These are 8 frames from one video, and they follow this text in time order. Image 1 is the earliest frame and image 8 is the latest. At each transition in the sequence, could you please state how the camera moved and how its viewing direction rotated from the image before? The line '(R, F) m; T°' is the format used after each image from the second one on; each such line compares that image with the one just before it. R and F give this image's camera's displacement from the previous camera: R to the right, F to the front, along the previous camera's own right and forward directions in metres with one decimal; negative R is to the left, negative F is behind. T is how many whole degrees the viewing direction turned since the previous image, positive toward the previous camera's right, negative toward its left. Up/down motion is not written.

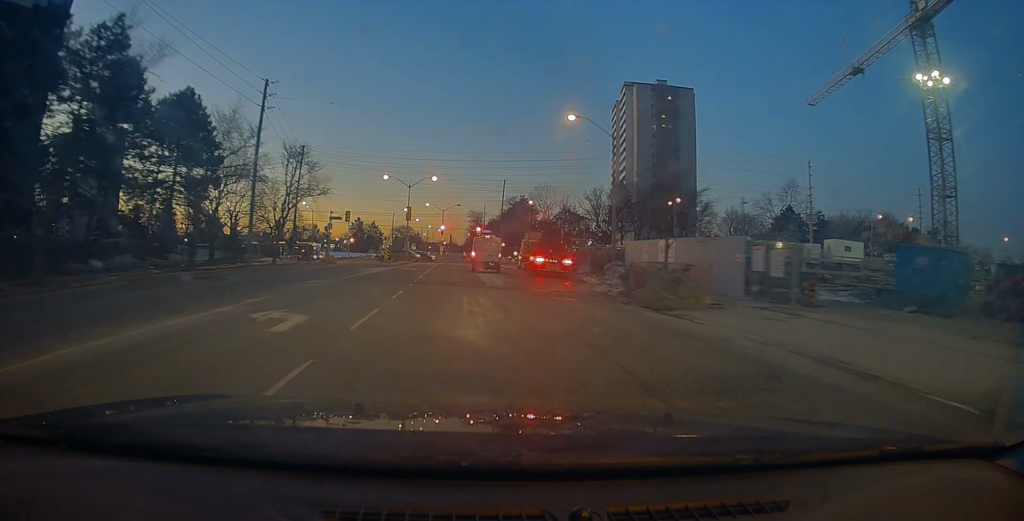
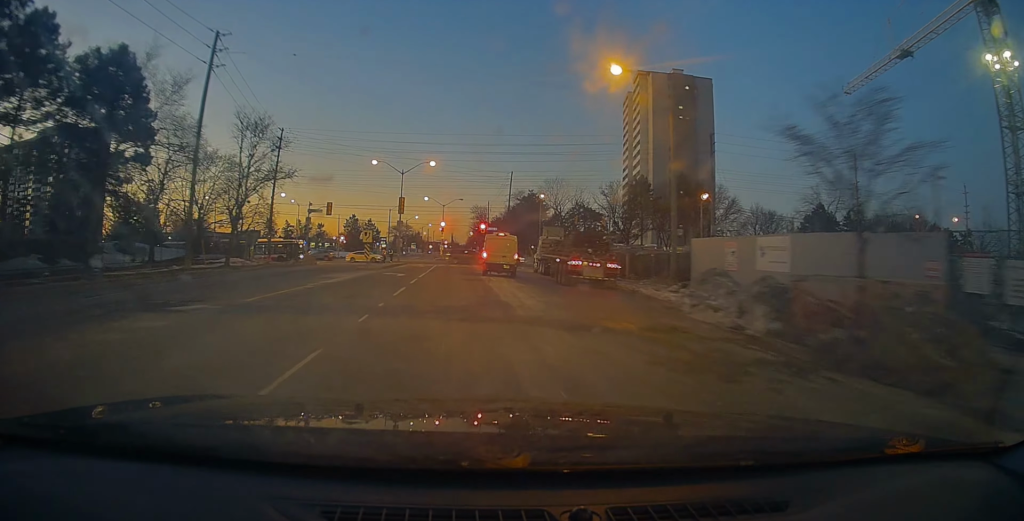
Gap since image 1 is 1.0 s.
(-0.4, +11.2) m; -2°
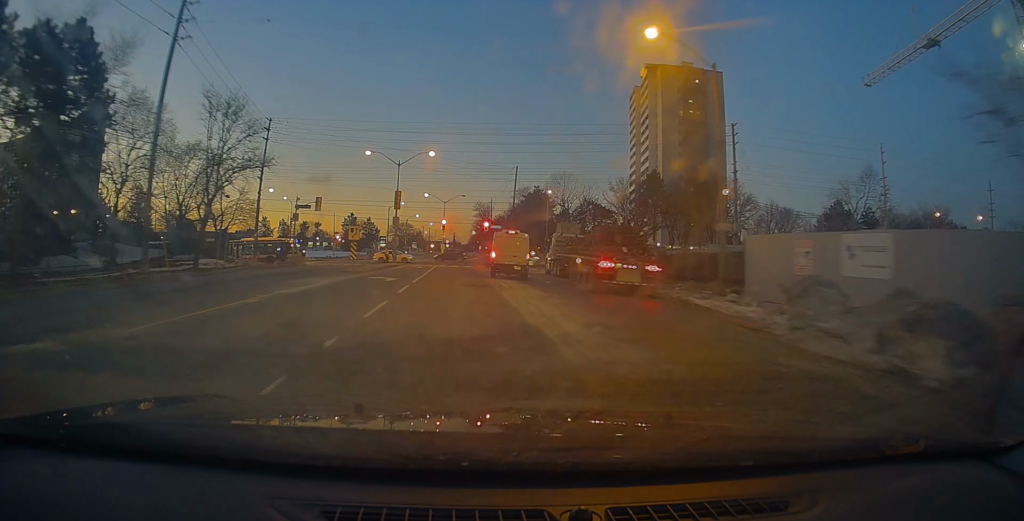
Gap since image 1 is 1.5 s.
(-0.2, +5.6) m; 0°
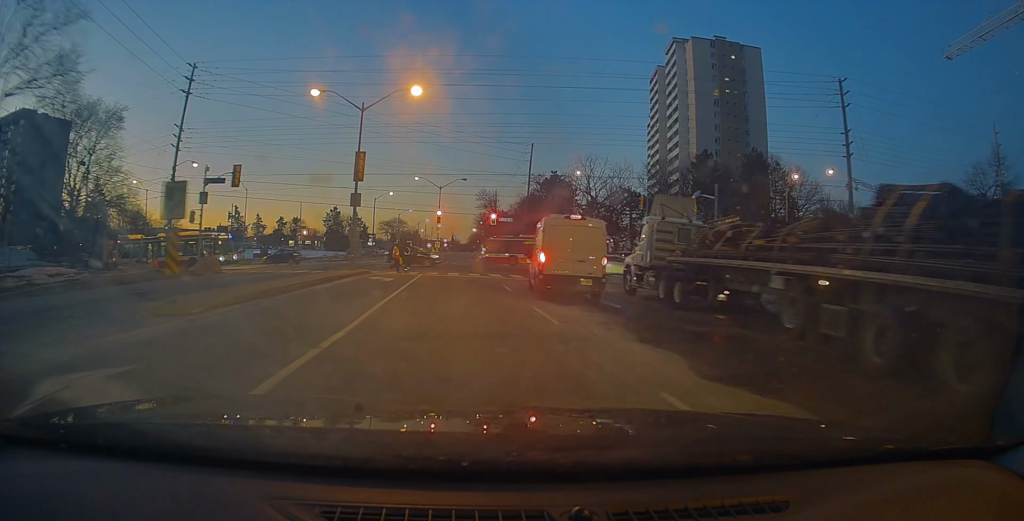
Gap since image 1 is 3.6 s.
(+0.6, +21.0) m; +2°
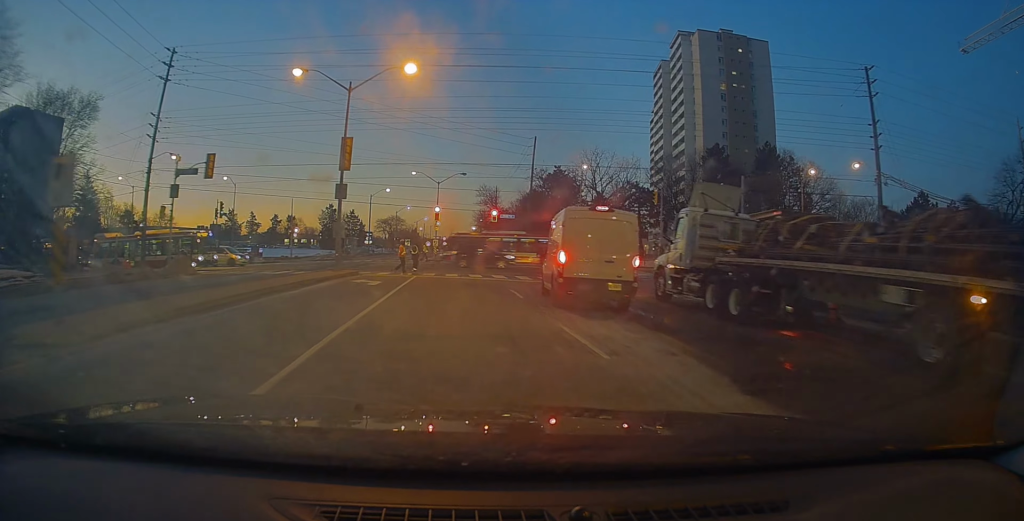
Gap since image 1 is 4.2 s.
(+0.1, +4.1) m; +1°
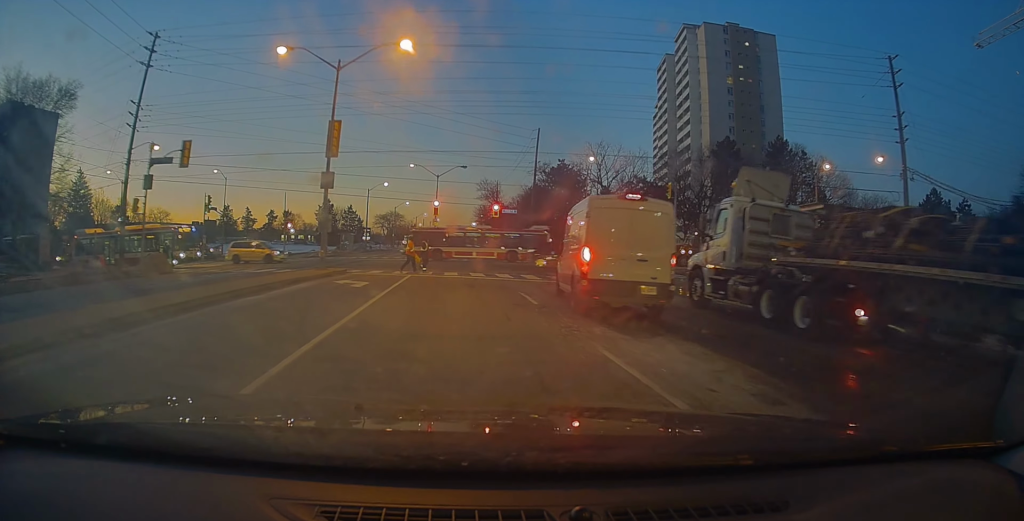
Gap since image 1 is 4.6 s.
(0.0, +3.2) m; 0°
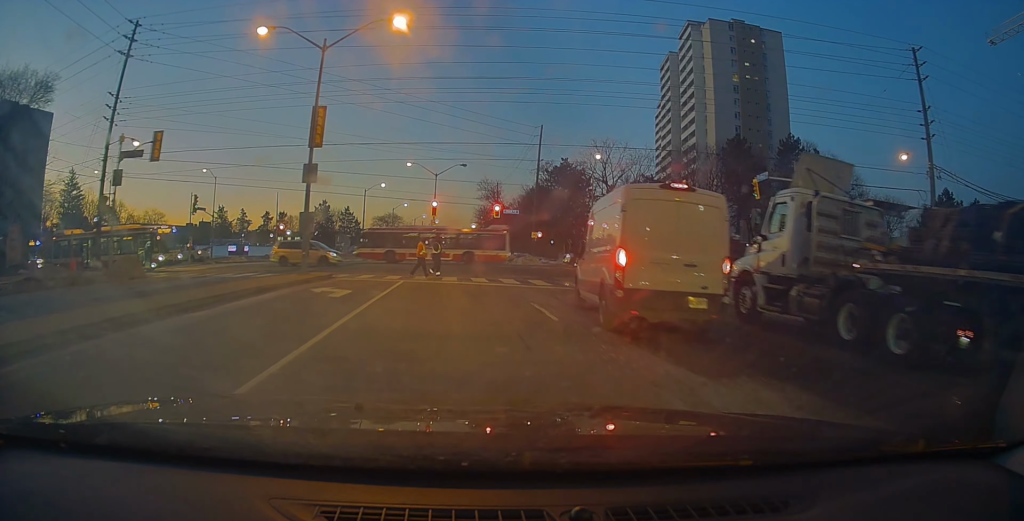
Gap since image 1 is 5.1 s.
(+0.1, +3.1) m; 0°
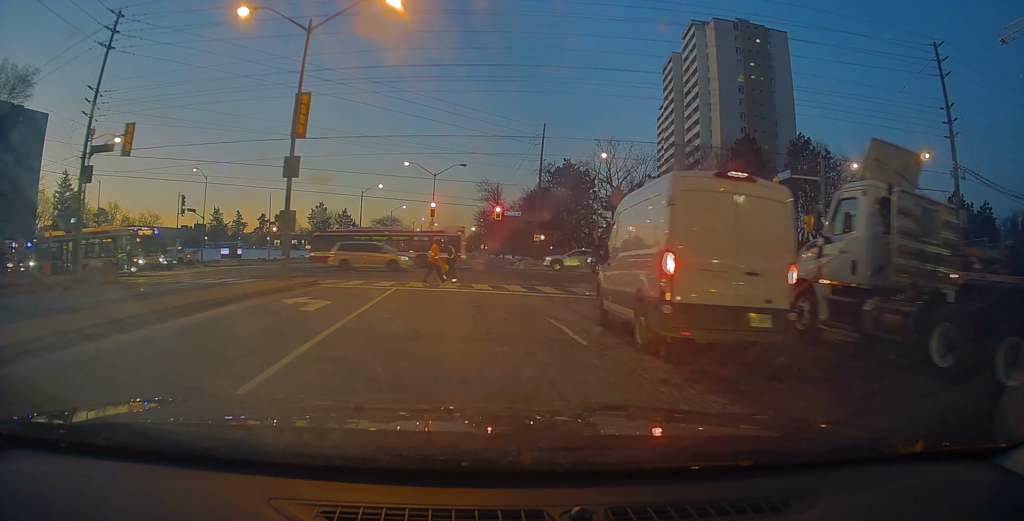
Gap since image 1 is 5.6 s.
(0.0, +2.6) m; -1°
